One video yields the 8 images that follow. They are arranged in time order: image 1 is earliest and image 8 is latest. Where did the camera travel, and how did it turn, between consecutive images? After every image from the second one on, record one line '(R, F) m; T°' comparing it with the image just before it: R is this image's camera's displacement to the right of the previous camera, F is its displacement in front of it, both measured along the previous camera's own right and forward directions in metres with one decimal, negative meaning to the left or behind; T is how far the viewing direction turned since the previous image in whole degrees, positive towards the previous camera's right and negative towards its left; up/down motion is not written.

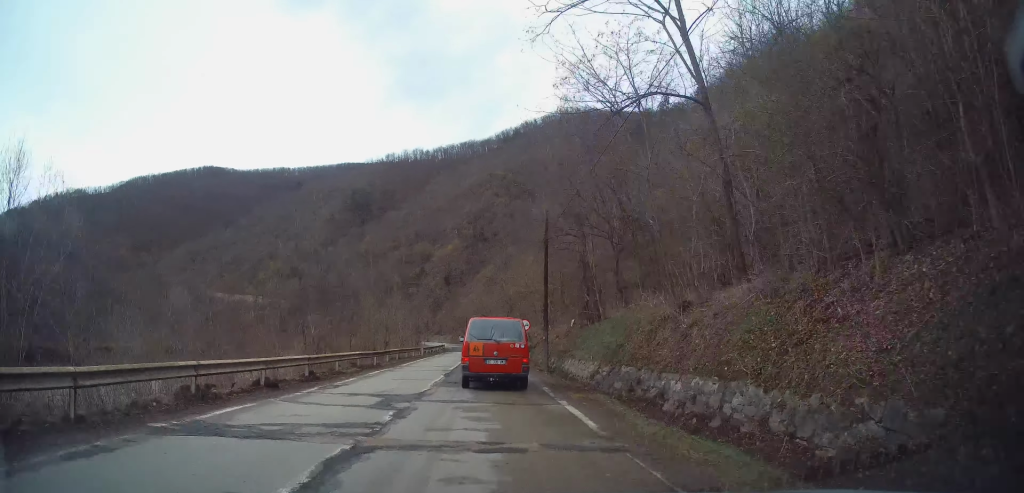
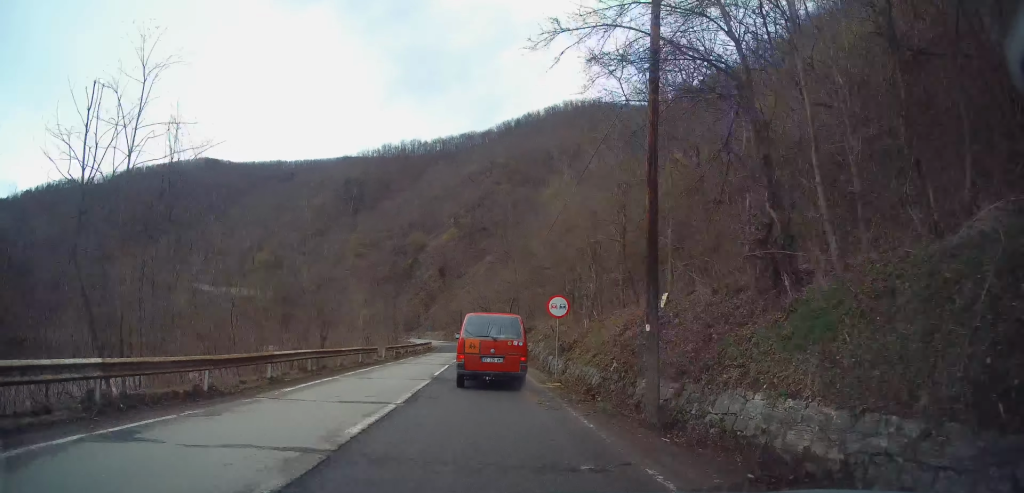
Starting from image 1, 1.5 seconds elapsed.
(+0.2, +17.7) m; +1°
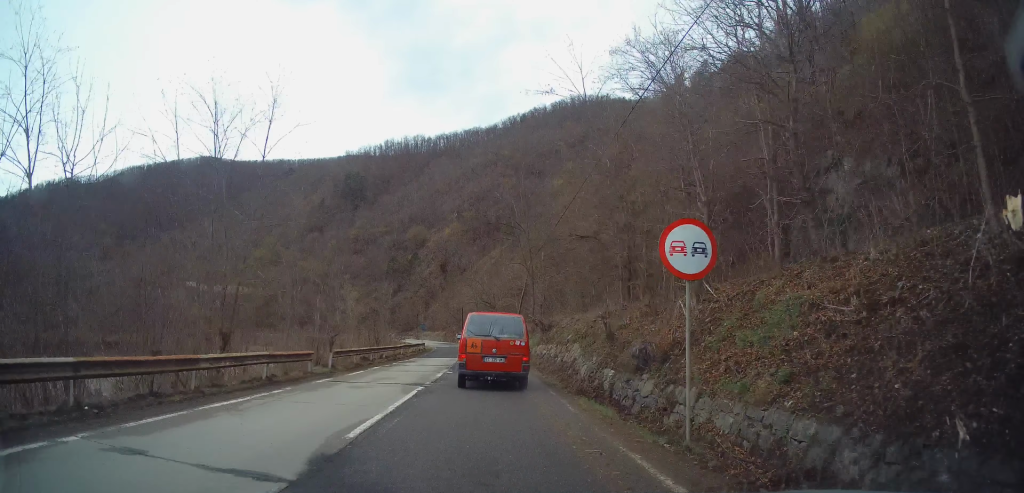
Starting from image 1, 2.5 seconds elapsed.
(+0.1, +11.9) m; -2°
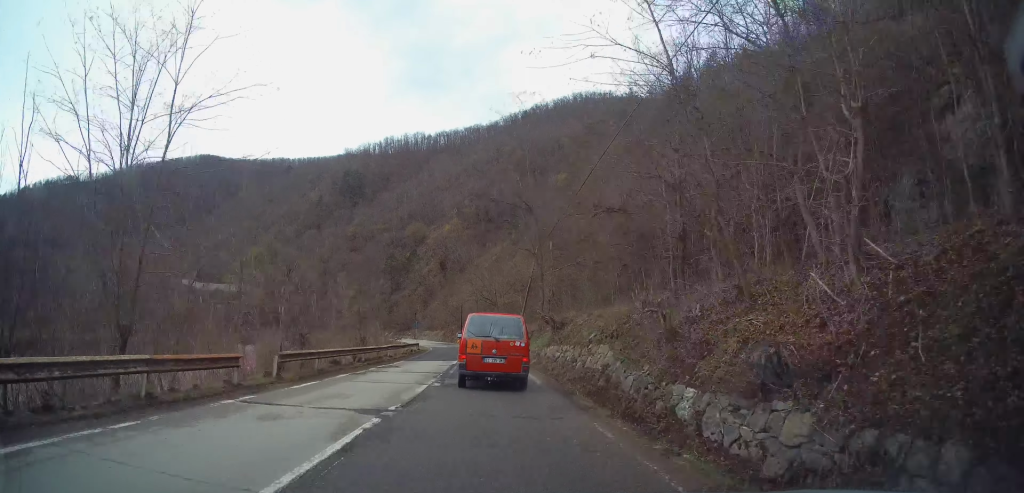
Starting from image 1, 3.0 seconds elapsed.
(0.0, +5.7) m; -1°
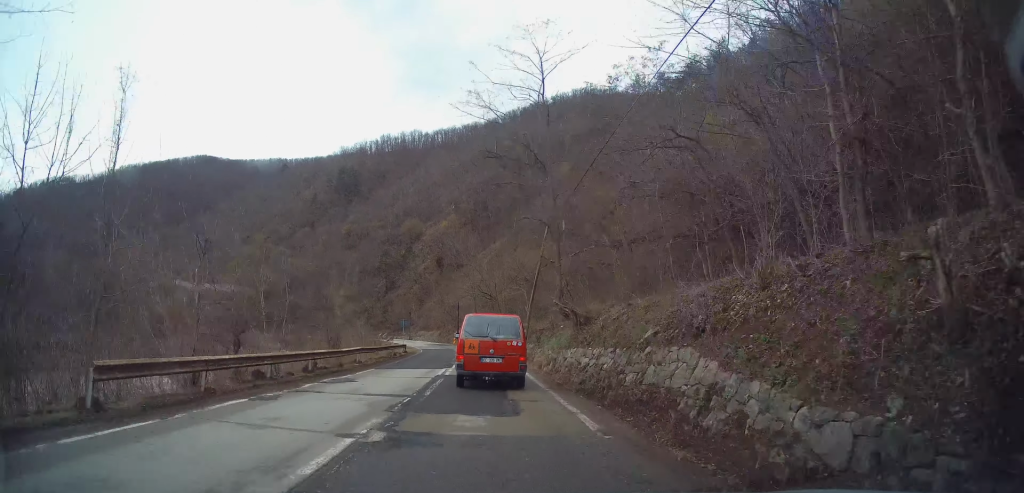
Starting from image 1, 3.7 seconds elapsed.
(-0.5, +7.9) m; +1°
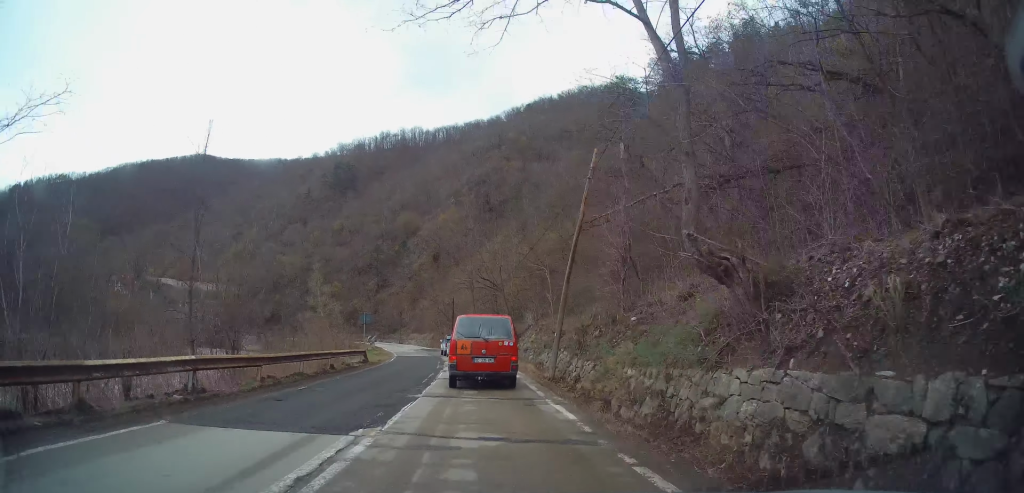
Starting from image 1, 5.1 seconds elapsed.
(+0.6, +15.0) m; 0°
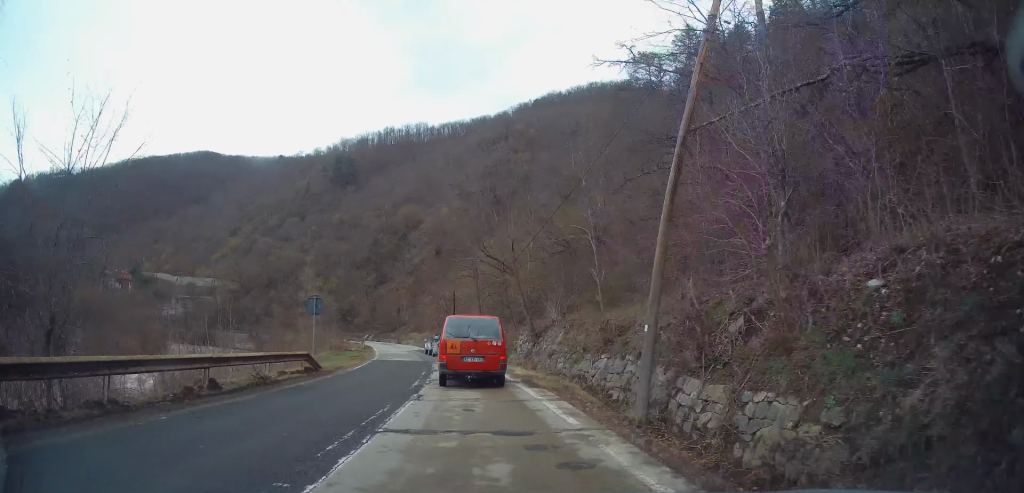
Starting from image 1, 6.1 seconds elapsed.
(-0.5, +10.6) m; -3°
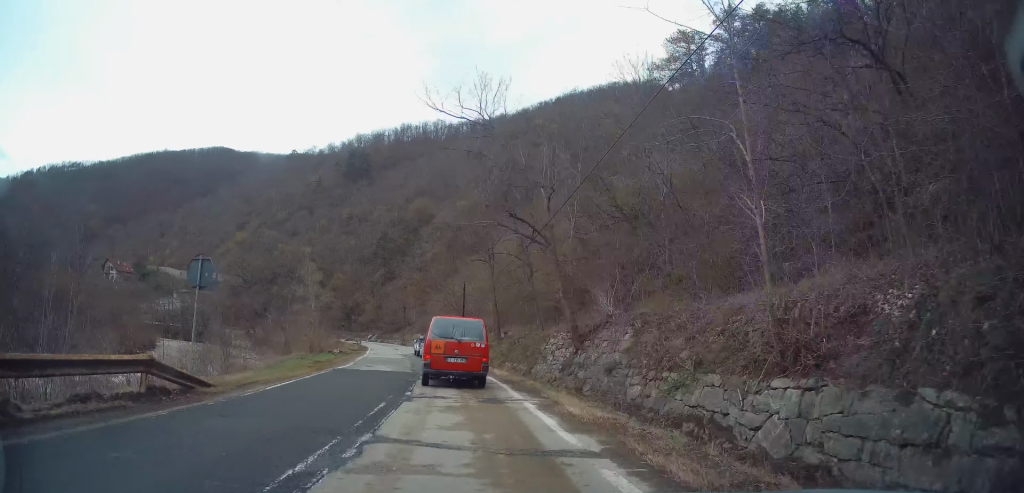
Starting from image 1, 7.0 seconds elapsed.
(0.0, +10.2) m; -1°
